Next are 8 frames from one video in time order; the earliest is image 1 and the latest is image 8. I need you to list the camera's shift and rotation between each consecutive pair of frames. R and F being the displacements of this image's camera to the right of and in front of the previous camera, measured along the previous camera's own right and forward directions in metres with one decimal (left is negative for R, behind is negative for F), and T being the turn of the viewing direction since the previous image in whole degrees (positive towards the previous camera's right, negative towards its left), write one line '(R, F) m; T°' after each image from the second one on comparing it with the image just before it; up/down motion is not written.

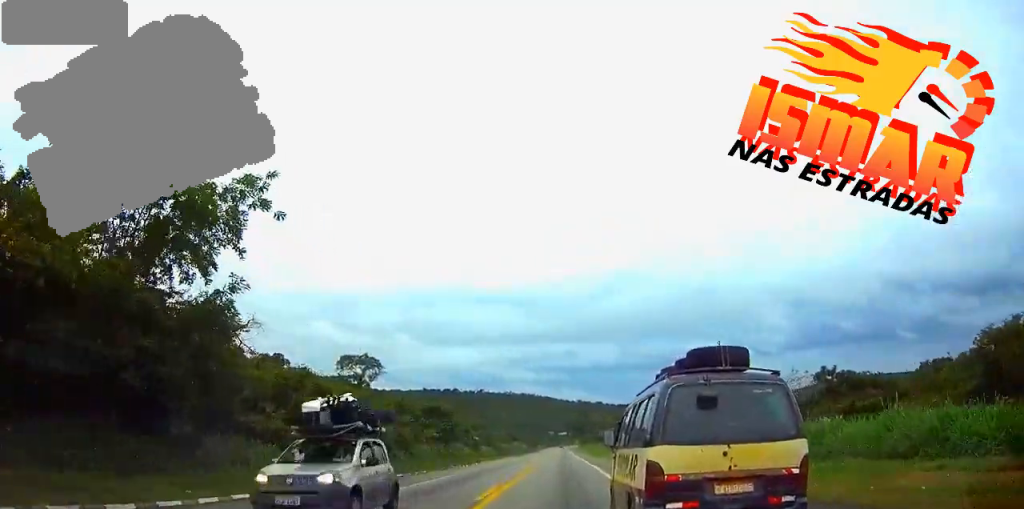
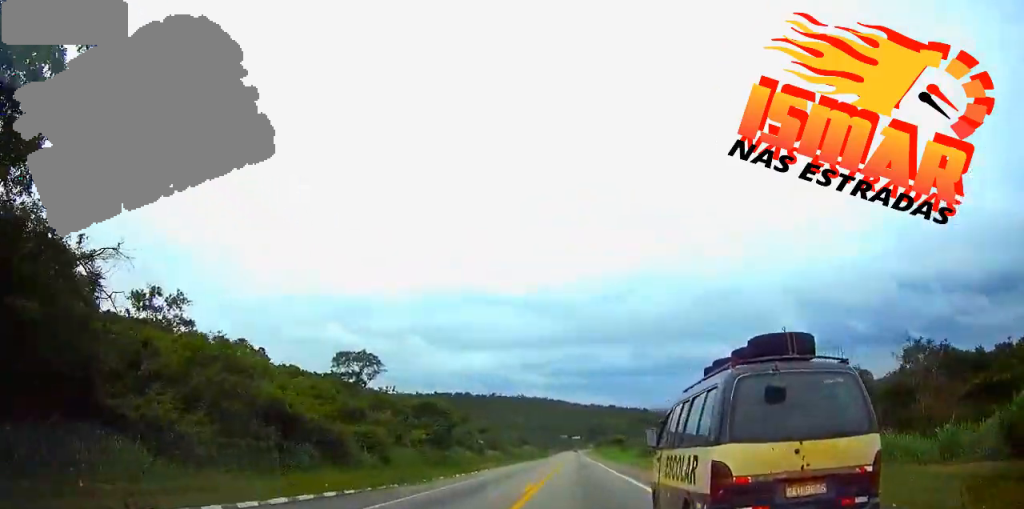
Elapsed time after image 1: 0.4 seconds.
(0.0, +12.3) m; 0°
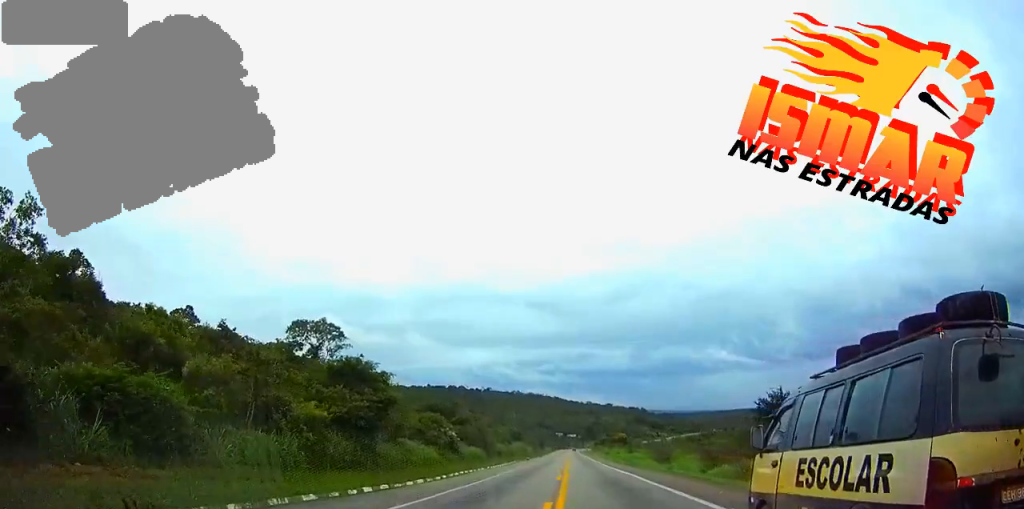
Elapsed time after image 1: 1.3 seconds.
(-0.2, +25.3) m; 0°
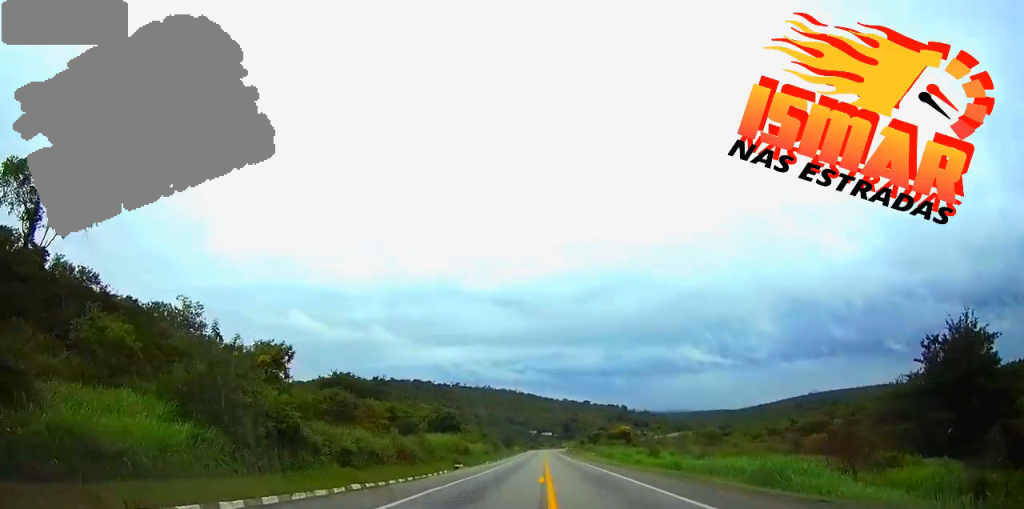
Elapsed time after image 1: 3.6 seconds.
(+1.5, +70.2) m; +2°
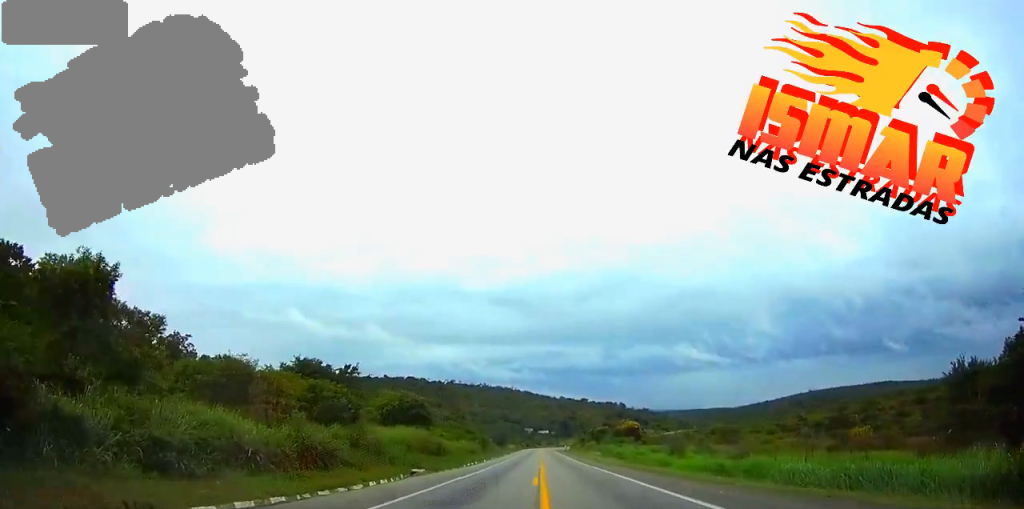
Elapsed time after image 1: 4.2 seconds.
(0.0, +19.0) m; 0°
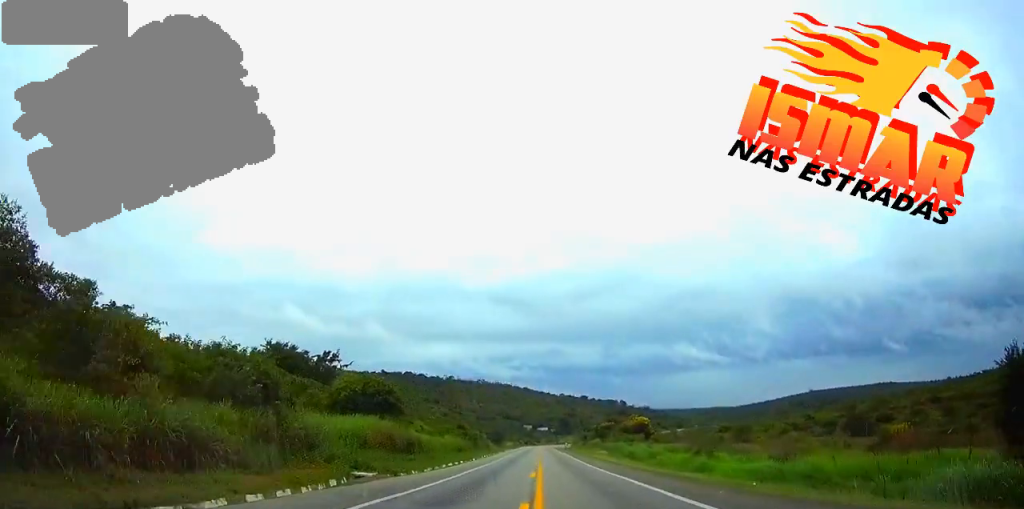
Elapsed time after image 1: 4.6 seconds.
(0.0, +12.8) m; 0°
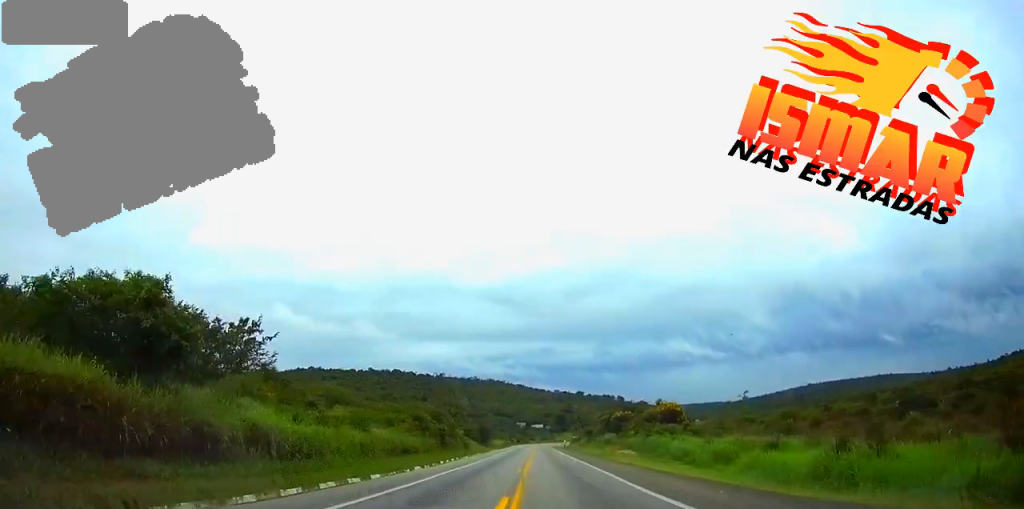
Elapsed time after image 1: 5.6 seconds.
(+0.1, +32.1) m; 0°
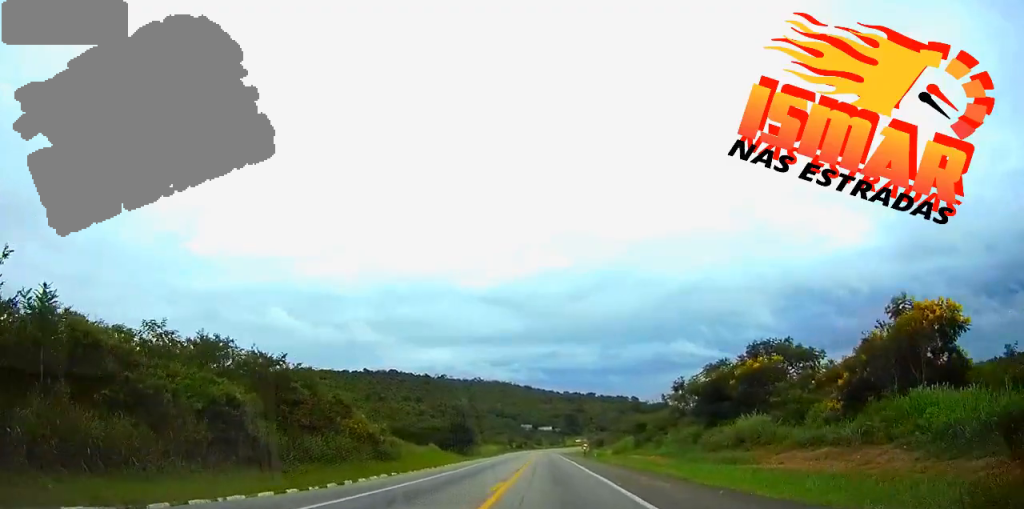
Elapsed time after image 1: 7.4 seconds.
(-0.1, +59.0) m; 0°
